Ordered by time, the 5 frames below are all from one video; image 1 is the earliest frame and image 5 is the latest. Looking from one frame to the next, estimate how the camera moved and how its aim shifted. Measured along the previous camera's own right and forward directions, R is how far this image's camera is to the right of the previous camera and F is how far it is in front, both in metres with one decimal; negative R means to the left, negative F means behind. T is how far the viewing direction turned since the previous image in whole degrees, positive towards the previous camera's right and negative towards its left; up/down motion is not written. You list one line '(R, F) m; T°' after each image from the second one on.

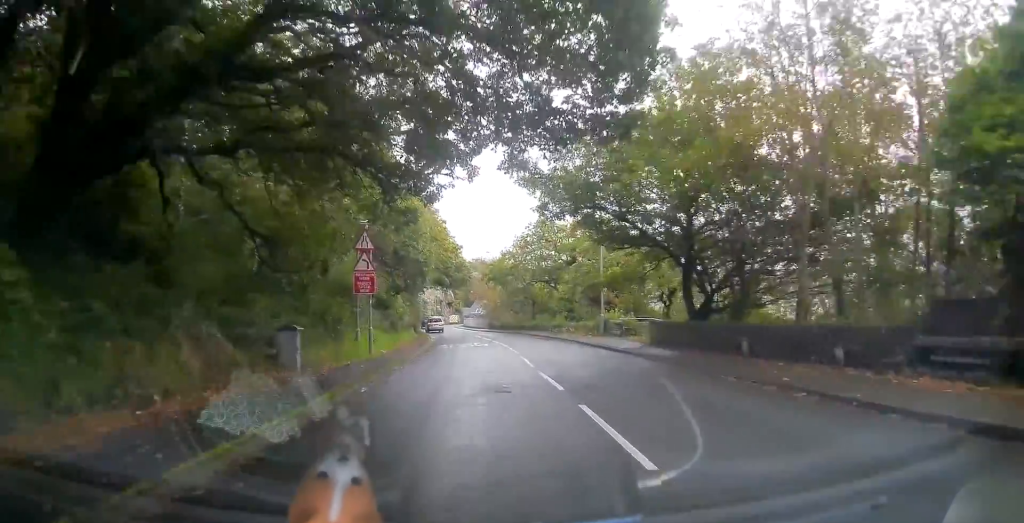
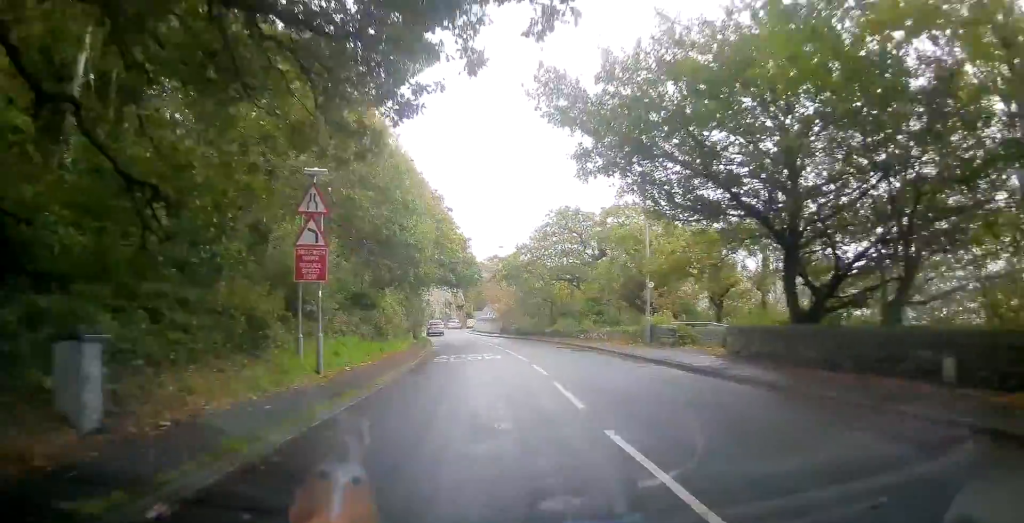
(-0.1, +7.8) m; -1°
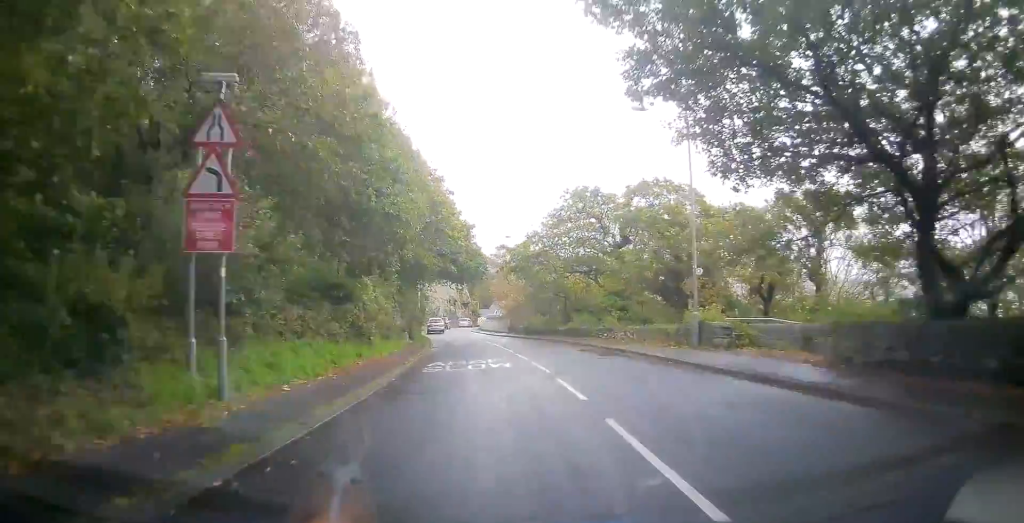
(-0.1, +5.6) m; -1°
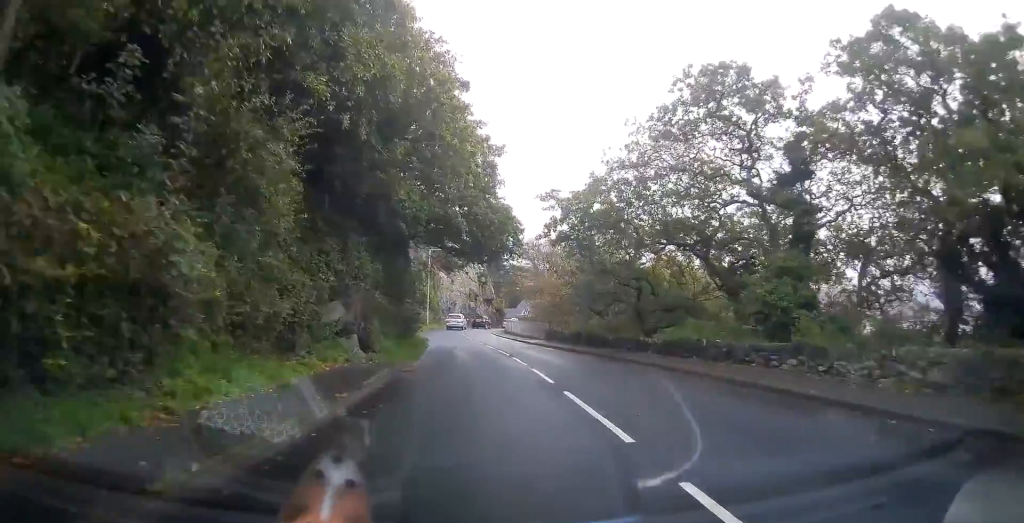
(-0.3, +19.1) m; -2°
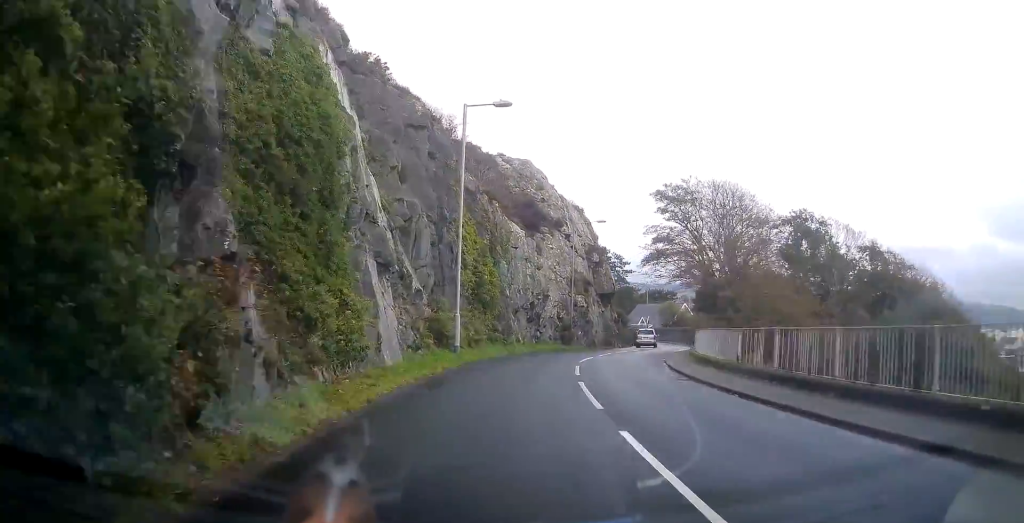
(-3.2, +46.5) m; -3°
